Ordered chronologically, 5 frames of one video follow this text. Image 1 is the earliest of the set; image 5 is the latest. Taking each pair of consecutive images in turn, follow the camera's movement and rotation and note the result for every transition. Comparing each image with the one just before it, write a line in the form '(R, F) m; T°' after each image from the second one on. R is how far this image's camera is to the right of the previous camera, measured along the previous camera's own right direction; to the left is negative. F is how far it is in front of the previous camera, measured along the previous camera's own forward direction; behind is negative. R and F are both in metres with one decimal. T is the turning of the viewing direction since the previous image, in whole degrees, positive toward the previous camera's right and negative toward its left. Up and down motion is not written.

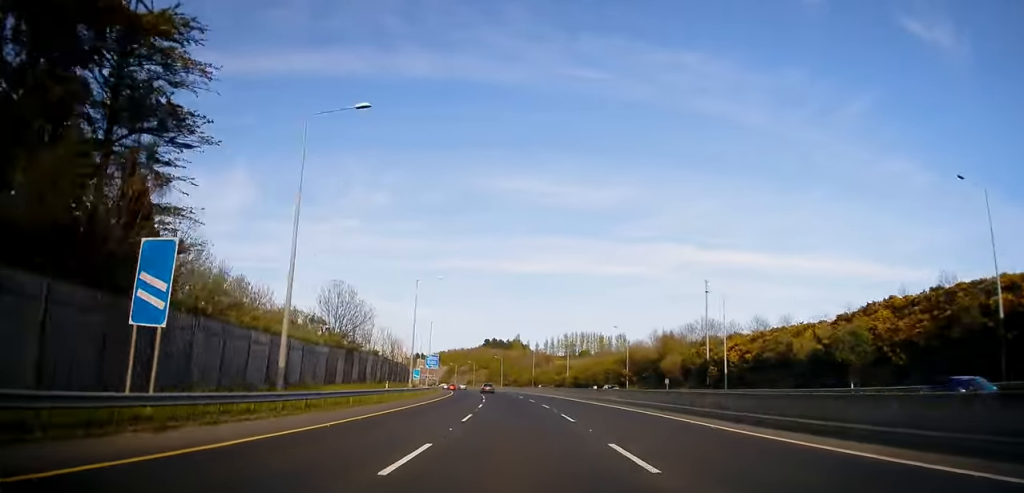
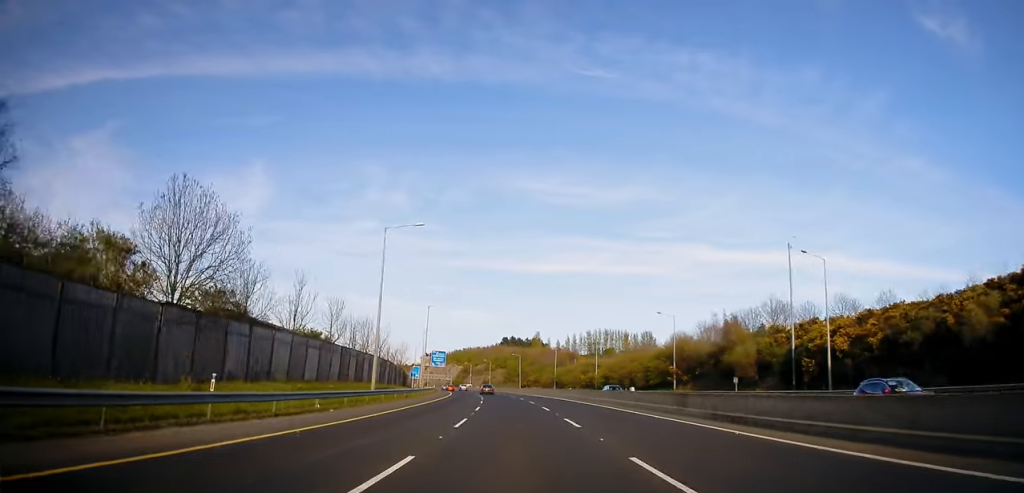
(-0.6, +25.2) m; -3°
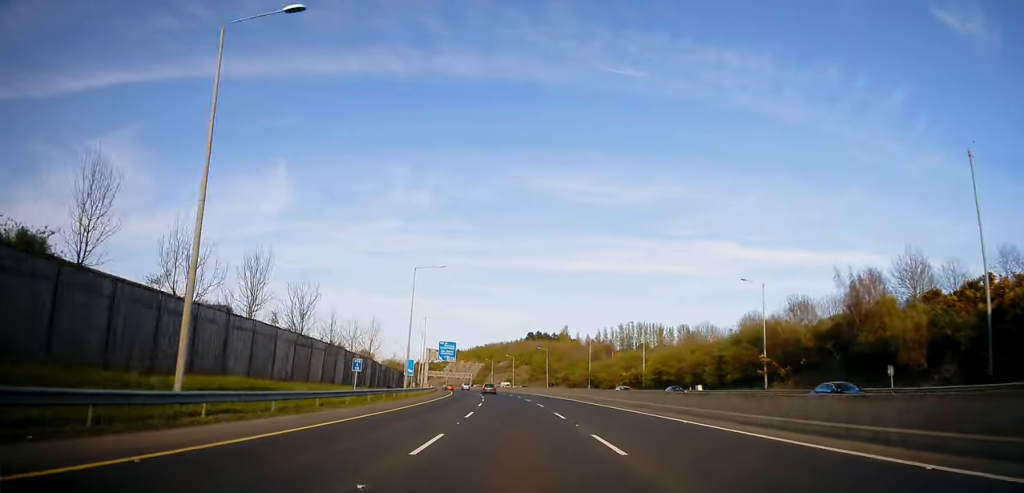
(-1.0, +30.0) m; -2°
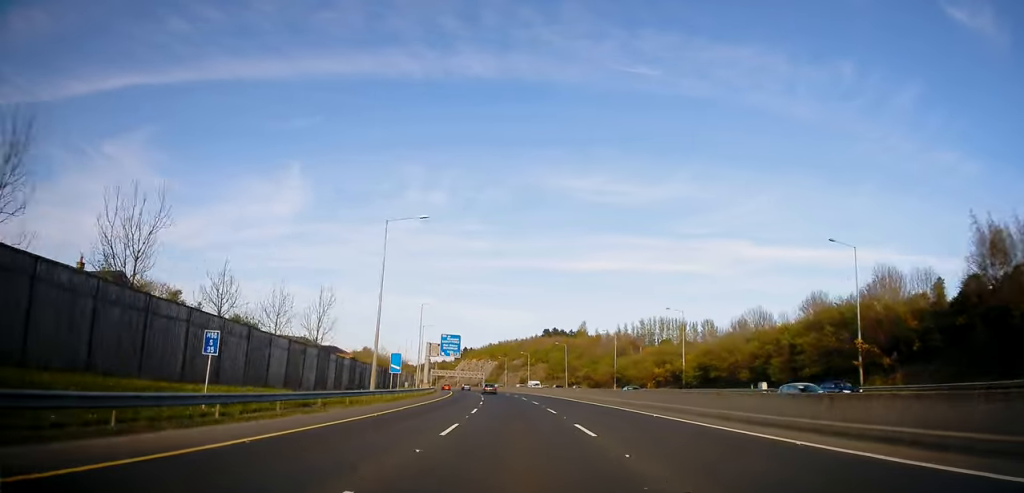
(-0.1, +19.3) m; -1°
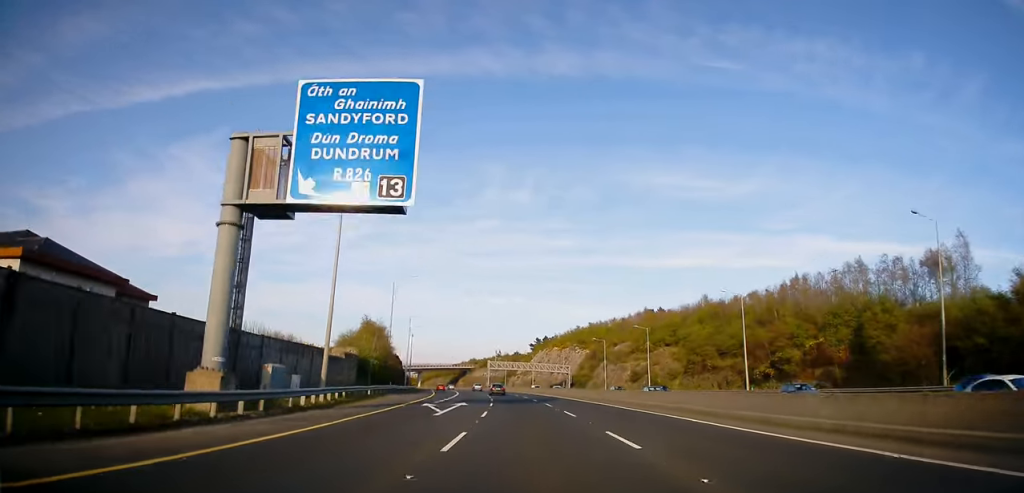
(-7.4, +95.0) m; -8°
